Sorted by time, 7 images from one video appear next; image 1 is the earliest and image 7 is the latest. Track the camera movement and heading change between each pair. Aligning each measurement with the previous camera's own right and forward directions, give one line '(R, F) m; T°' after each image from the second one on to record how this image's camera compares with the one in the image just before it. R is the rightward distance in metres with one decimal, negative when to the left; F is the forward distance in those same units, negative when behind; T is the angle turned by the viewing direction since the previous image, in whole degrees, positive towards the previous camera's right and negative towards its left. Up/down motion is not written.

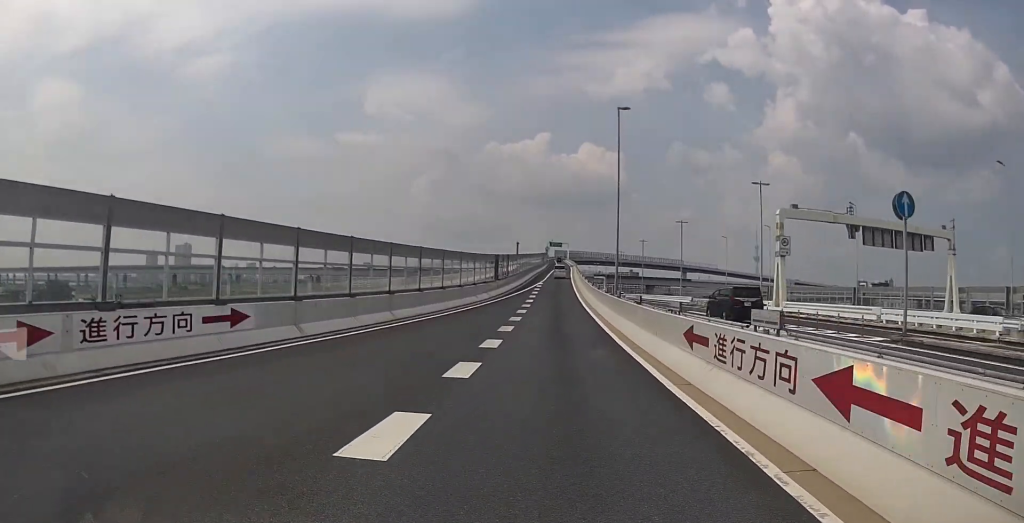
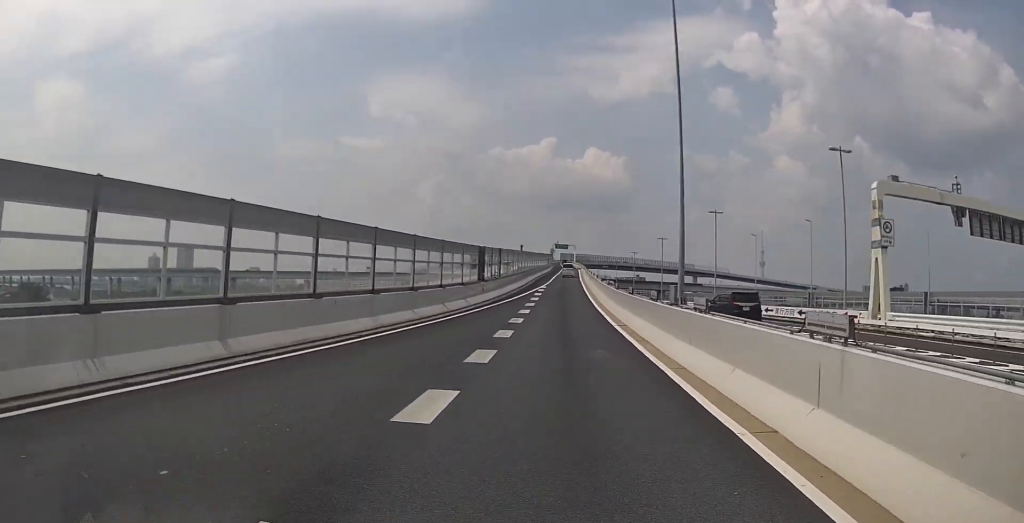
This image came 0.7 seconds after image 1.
(-0.2, +13.0) m; -1°
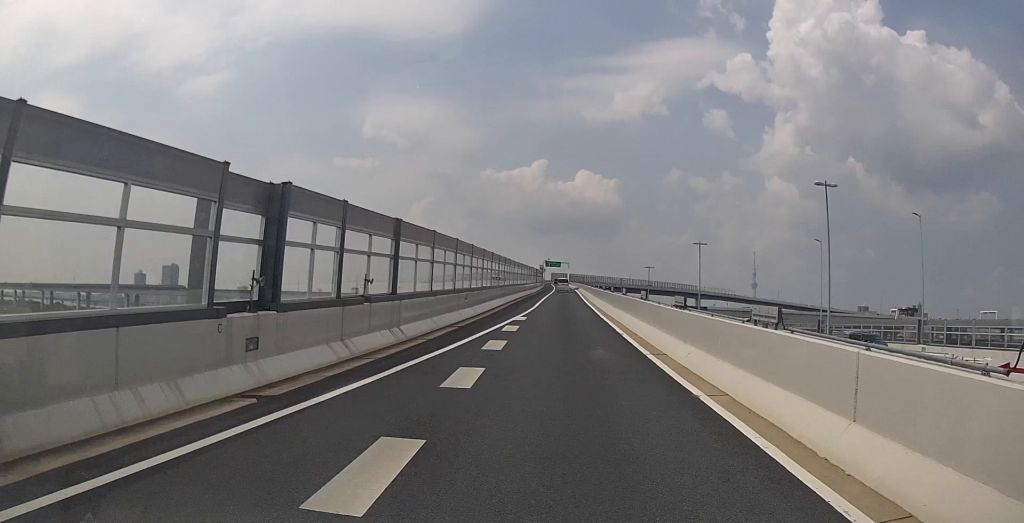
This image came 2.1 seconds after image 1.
(+0.2, +26.9) m; 0°
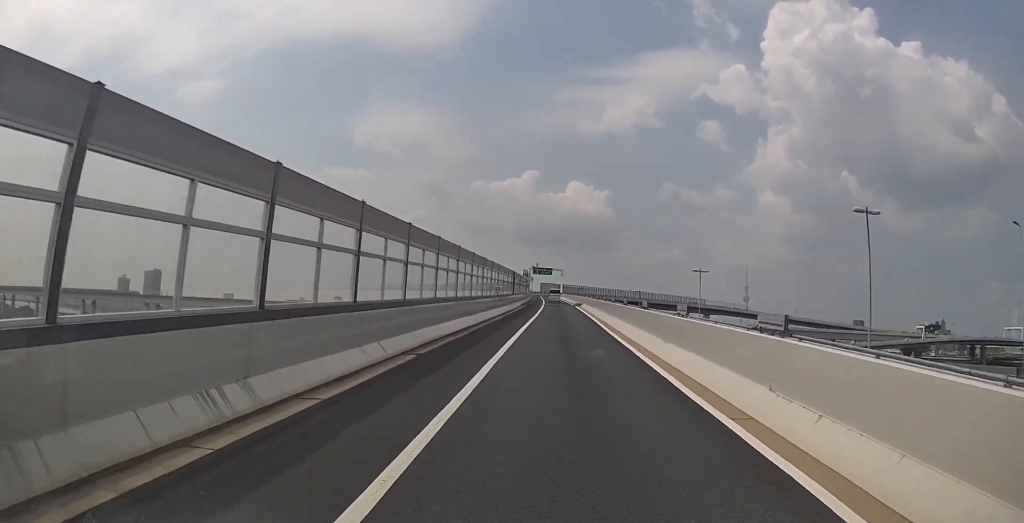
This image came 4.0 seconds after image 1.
(-0.5, +36.8) m; -1°
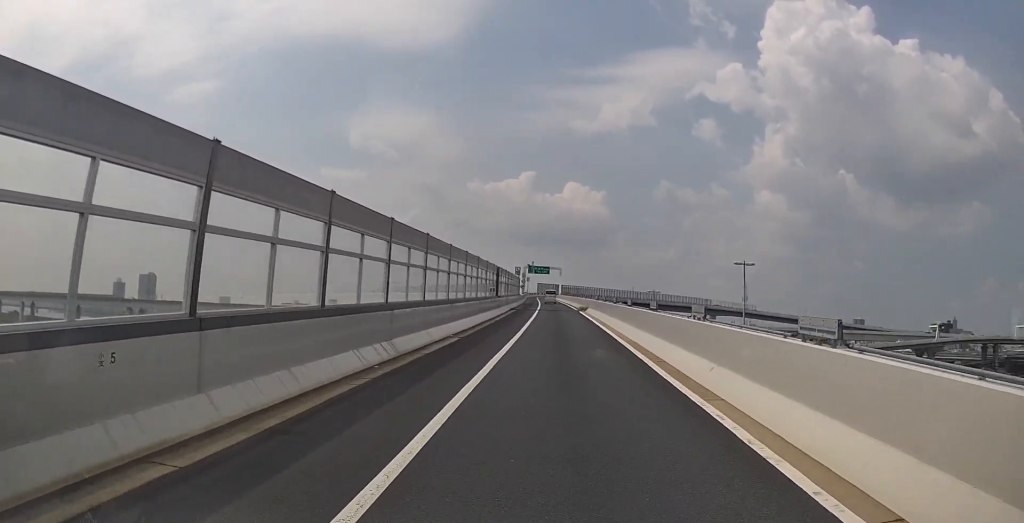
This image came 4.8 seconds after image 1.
(+0.1, +14.6) m; +1°
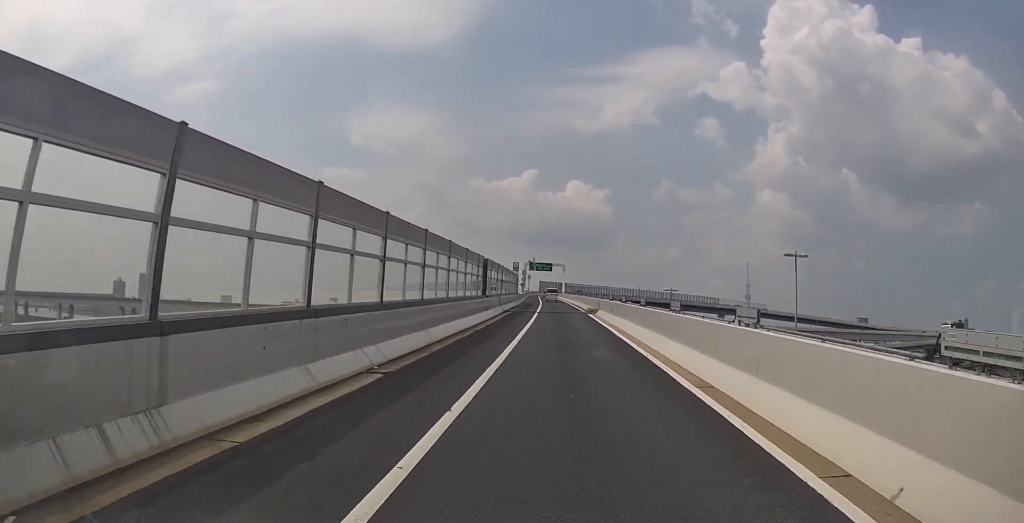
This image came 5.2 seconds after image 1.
(0.0, +8.6) m; +1°
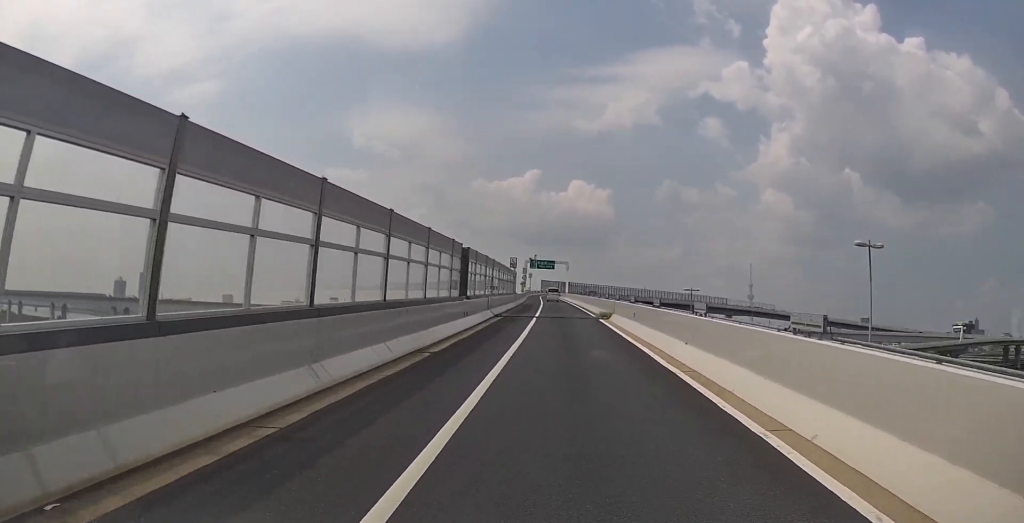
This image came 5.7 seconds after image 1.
(0.0, +8.0) m; 0°
